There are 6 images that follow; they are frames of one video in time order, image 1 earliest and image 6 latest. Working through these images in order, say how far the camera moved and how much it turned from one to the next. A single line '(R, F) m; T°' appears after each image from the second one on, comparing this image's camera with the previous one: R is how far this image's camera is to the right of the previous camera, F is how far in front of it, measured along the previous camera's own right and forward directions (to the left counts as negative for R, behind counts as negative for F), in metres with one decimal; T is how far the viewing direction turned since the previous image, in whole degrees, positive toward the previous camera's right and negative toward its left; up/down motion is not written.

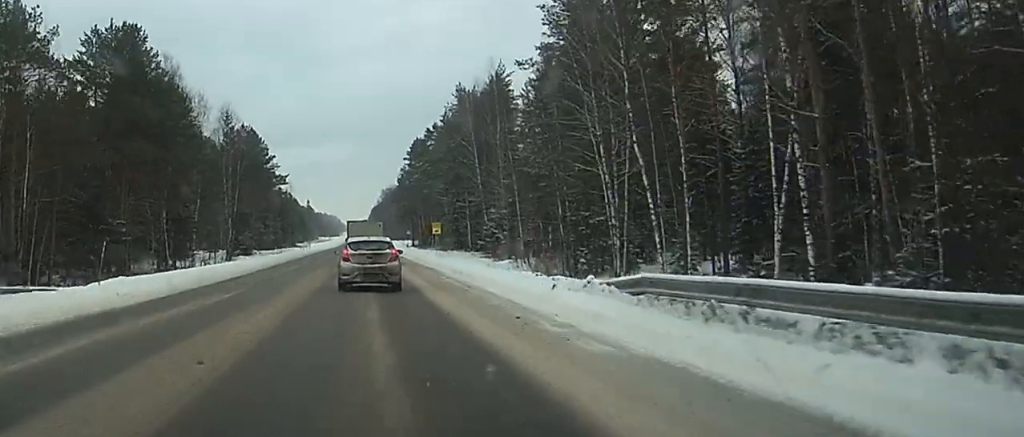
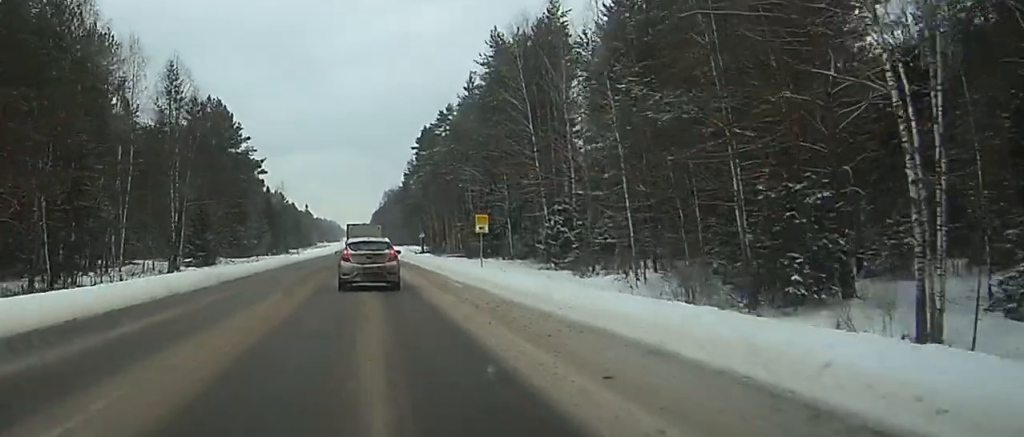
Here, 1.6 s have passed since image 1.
(-0.1, +31.8) m; -1°
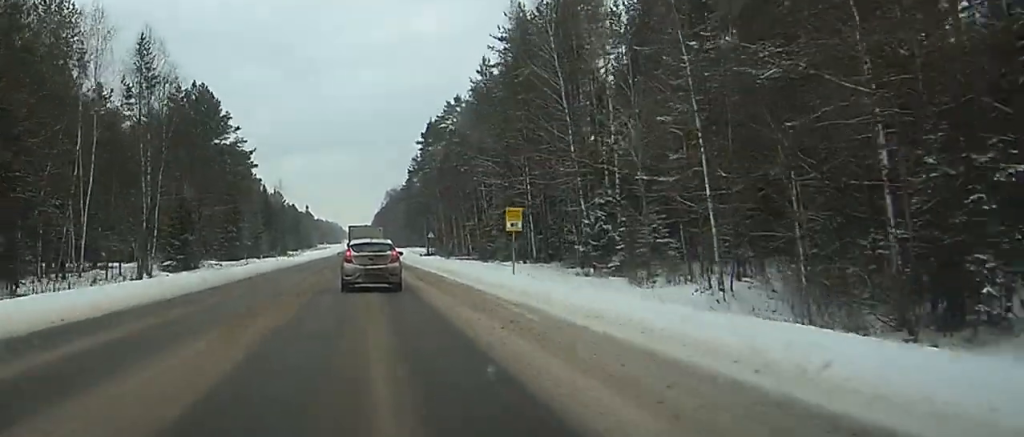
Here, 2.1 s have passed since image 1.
(0.0, +10.7) m; 0°
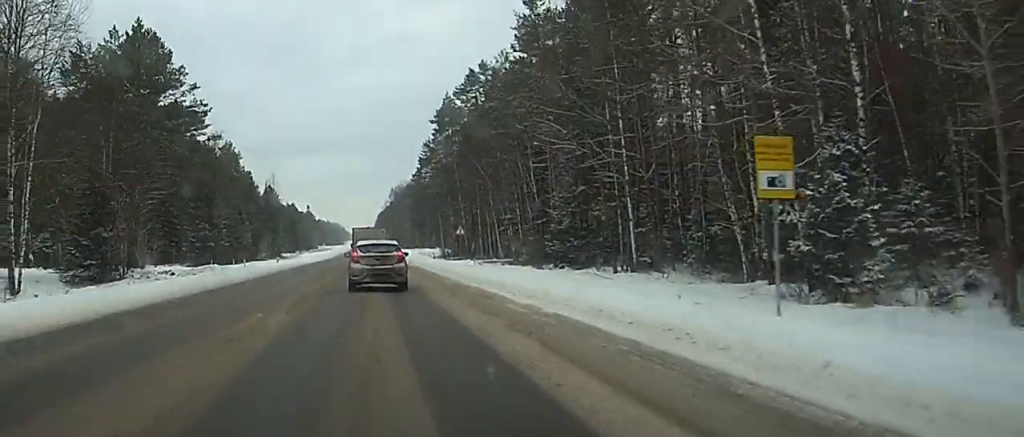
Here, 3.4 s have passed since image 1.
(-0.1, +26.6) m; 0°
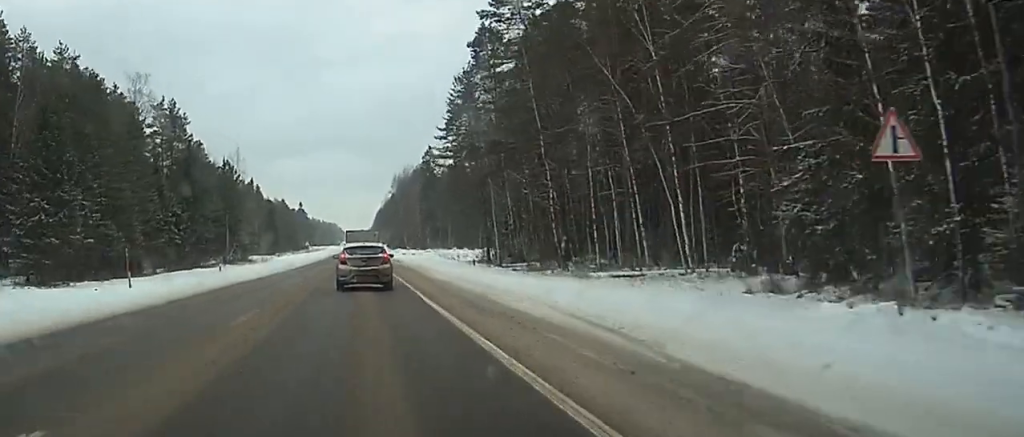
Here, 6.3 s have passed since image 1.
(-0.1, +57.0) m; 0°
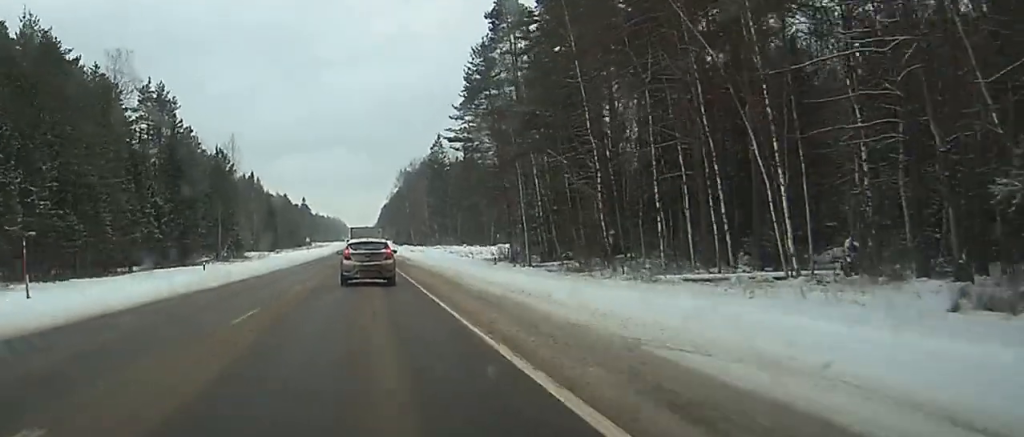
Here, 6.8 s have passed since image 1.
(0.0, +11.6) m; 0°
